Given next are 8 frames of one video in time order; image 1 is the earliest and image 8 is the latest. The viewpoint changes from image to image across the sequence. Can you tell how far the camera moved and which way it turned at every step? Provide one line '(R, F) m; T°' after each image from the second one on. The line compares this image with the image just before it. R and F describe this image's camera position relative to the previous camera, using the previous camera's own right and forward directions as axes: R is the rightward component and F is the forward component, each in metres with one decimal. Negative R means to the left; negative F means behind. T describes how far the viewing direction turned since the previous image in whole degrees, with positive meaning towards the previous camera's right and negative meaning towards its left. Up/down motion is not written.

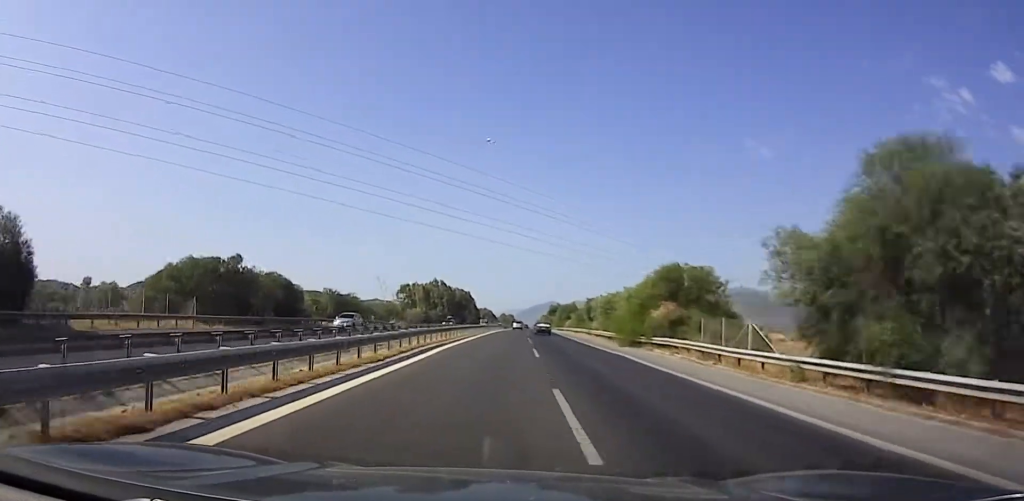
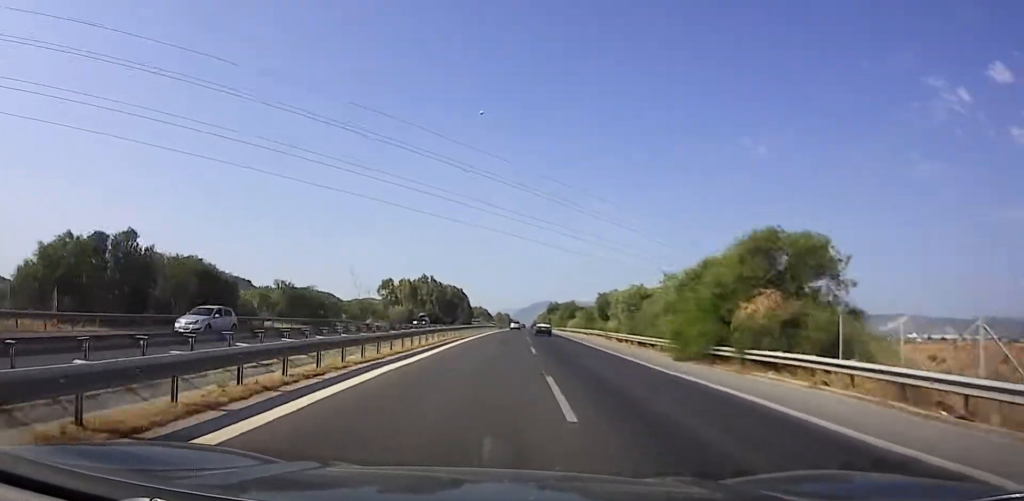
(0.0, +12.8) m; 0°
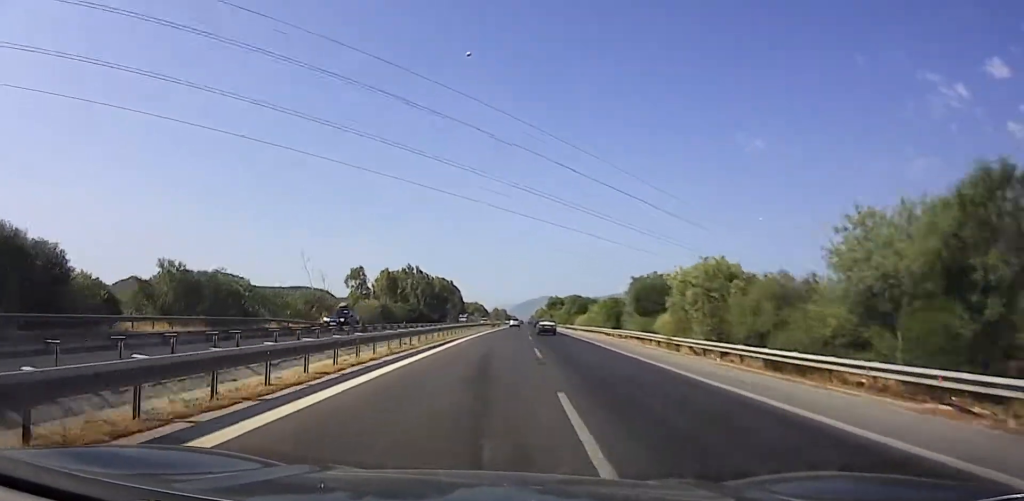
(-0.1, +18.2) m; 0°
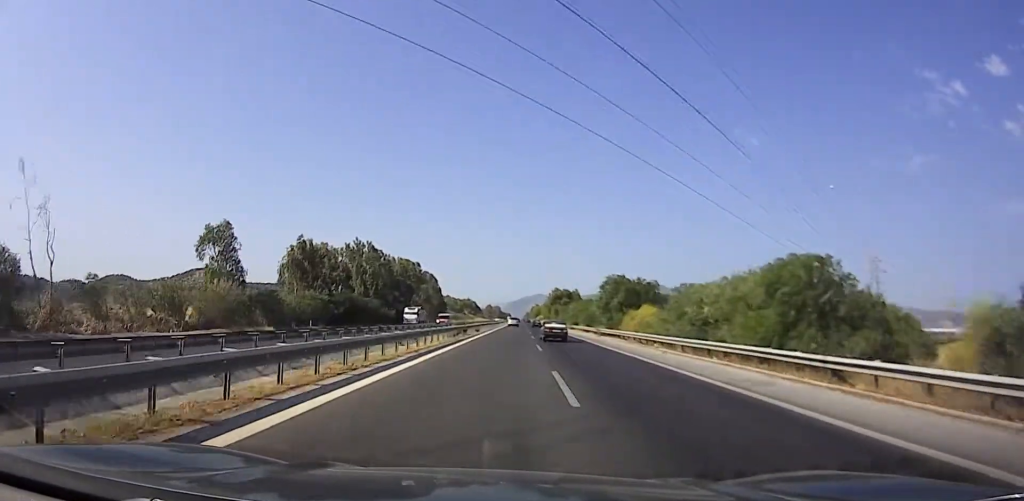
(+0.5, +40.7) m; +1°
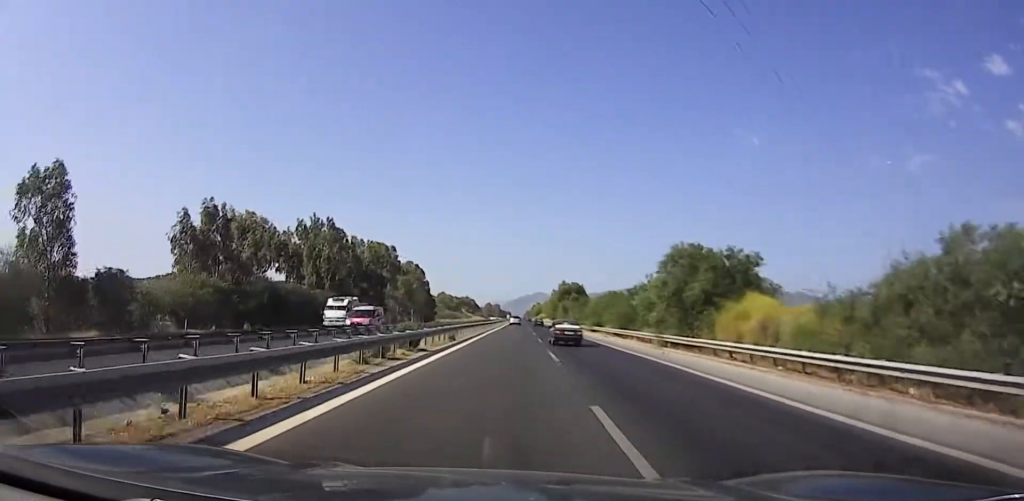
(-0.1, +21.4) m; +1°
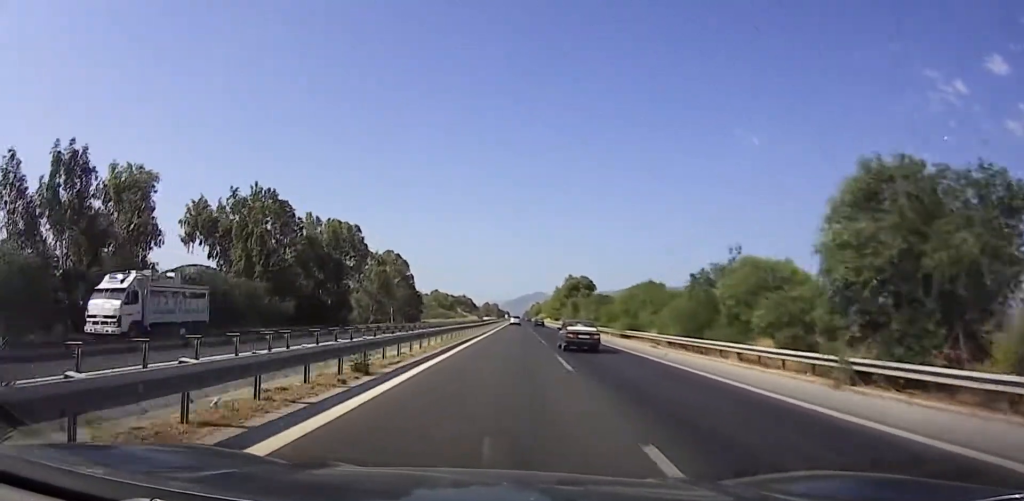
(+0.4, +18.1) m; 0°
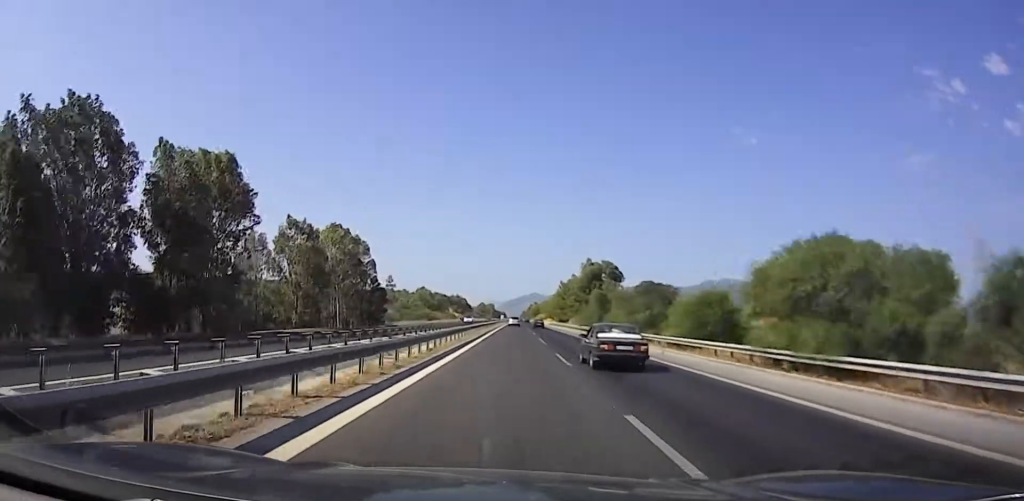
(+0.2, +28.5) m; -1°
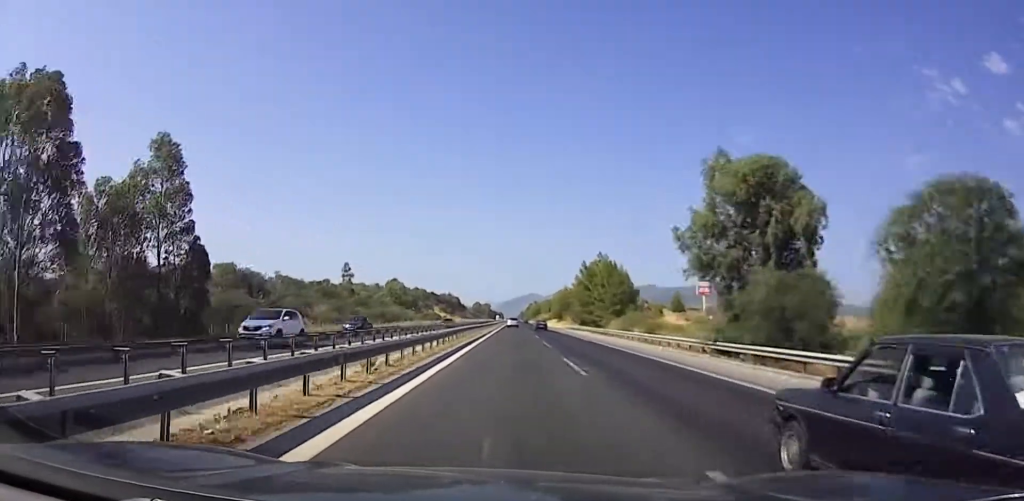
(+0.3, +47.8) m; +3°
